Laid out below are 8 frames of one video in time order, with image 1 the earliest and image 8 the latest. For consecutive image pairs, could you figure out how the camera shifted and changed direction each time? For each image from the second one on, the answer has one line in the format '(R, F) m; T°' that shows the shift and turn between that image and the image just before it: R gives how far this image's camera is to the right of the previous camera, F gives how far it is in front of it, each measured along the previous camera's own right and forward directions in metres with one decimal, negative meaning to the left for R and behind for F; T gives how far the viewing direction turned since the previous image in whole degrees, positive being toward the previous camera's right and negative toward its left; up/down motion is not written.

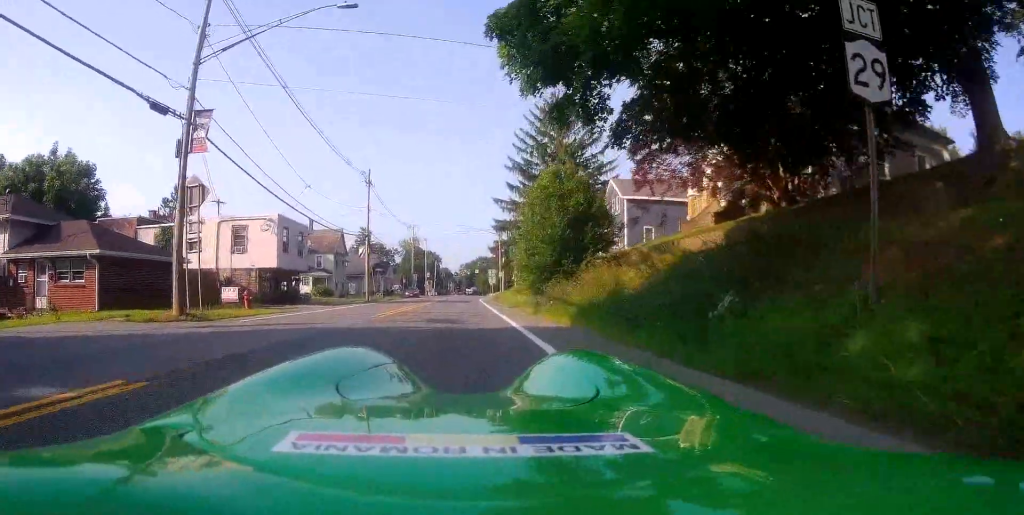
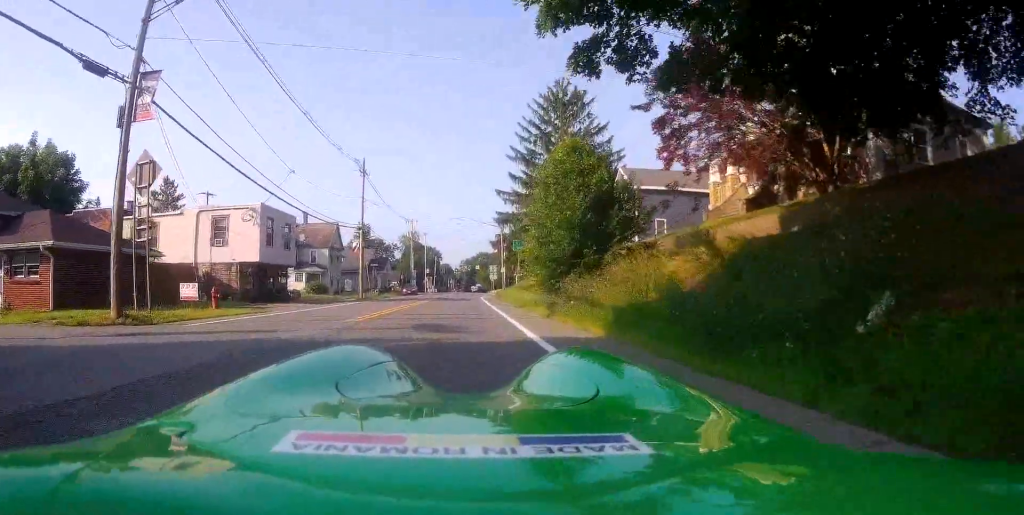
(-0.2, +3.1) m; +1°
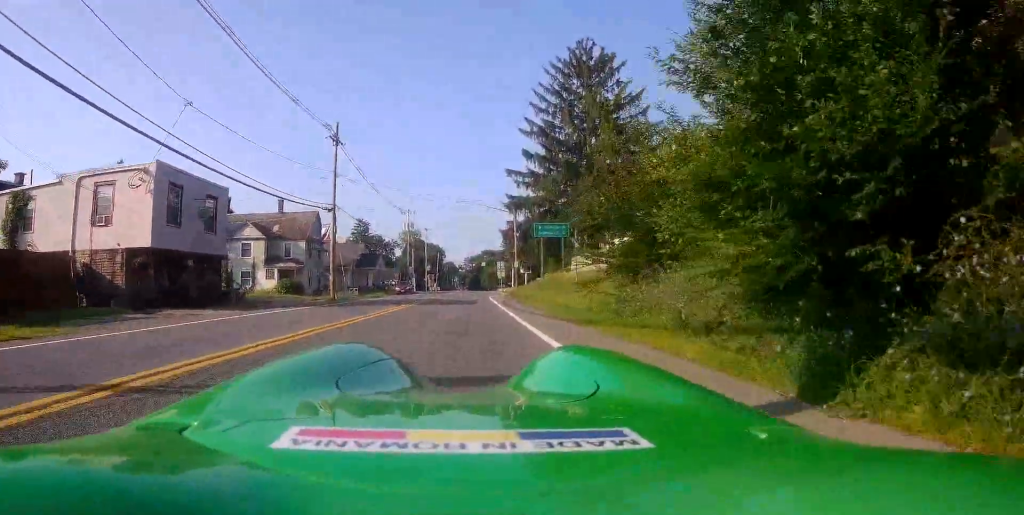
(+0.3, +11.9) m; +1°
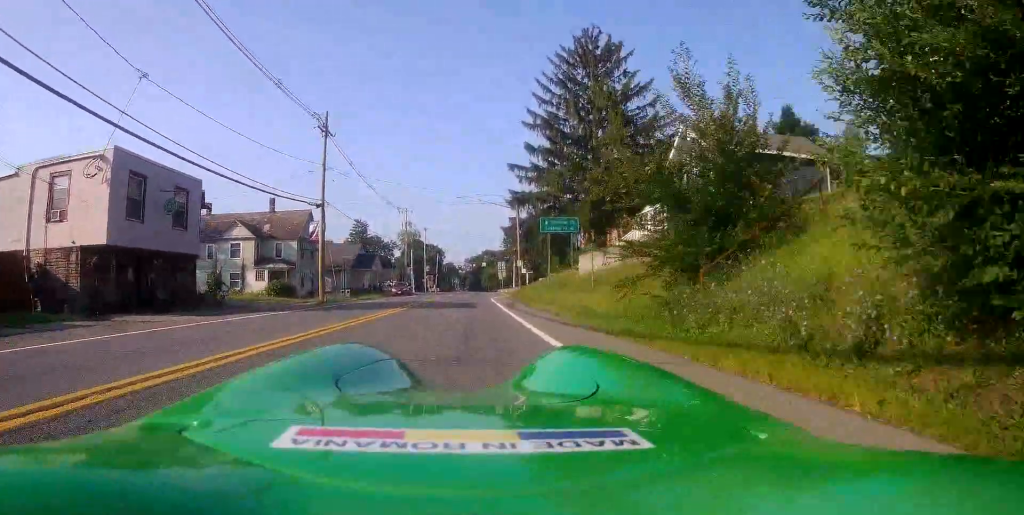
(-0.1, +3.0) m; -1°
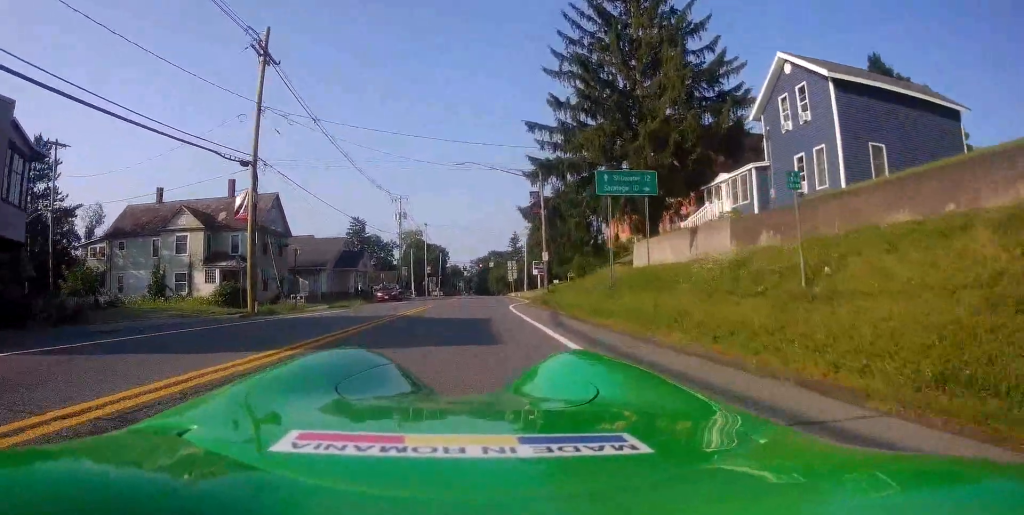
(-0.3, +12.6) m; -2°
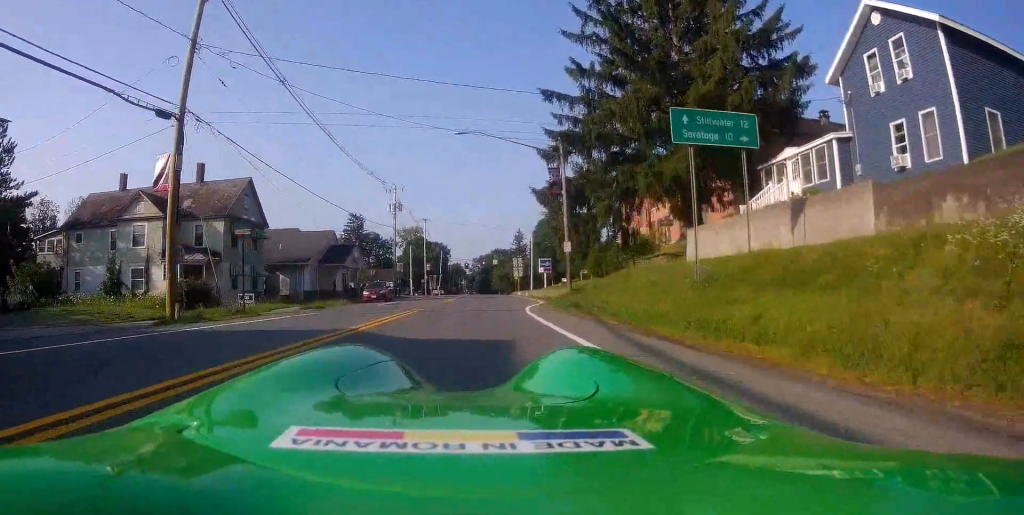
(0.0, +6.7) m; -1°
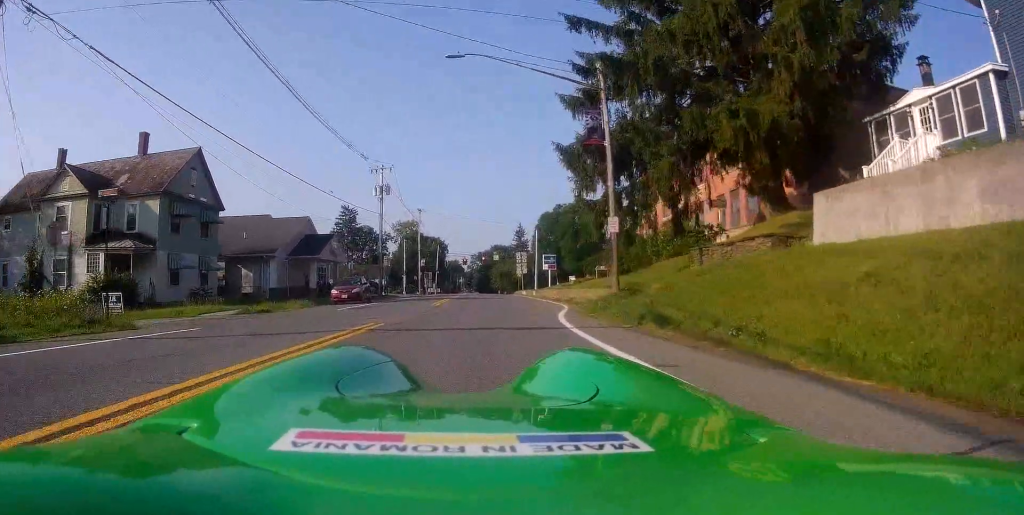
(-0.2, +8.6) m; +3°
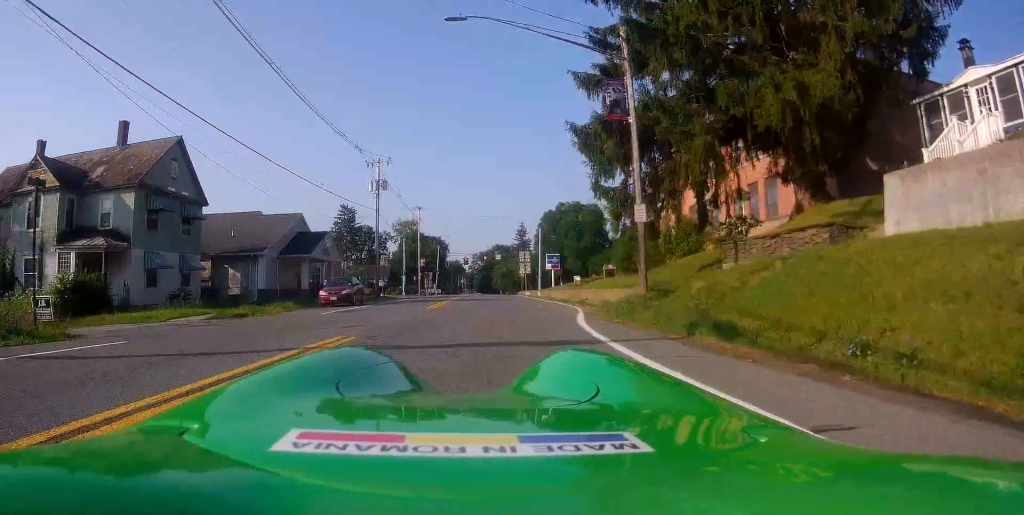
(+0.2, +2.9) m; 0°
